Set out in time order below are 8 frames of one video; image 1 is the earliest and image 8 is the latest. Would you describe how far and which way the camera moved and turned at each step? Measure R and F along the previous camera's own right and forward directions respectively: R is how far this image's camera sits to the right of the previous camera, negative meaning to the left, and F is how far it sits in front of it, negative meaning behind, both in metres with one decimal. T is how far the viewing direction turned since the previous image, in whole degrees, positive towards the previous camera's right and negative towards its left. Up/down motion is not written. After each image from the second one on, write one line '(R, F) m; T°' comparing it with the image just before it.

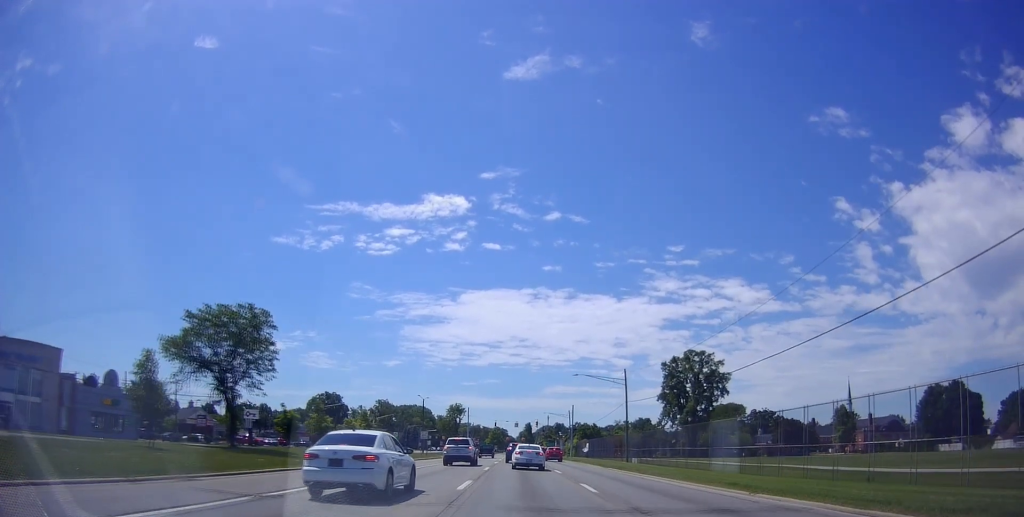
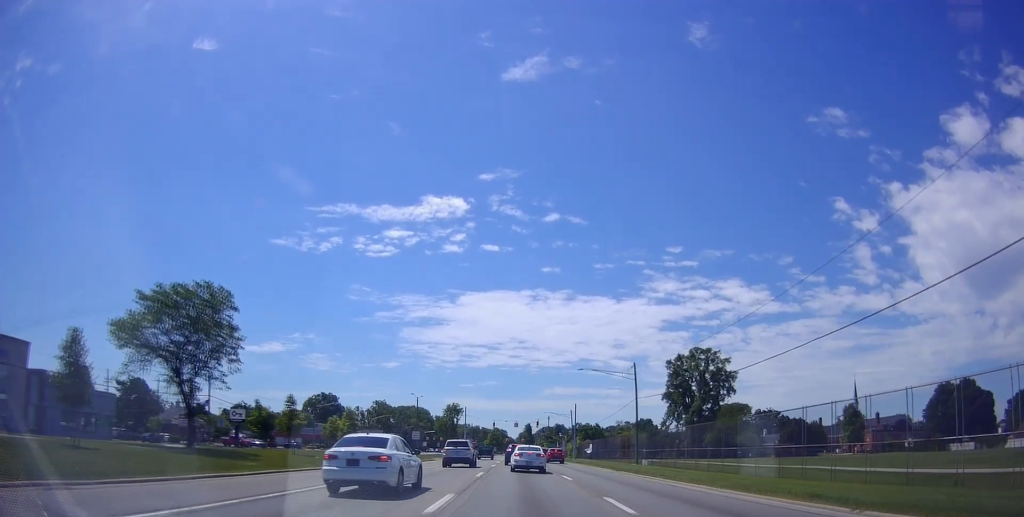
(0.0, +6.1) m; +2°
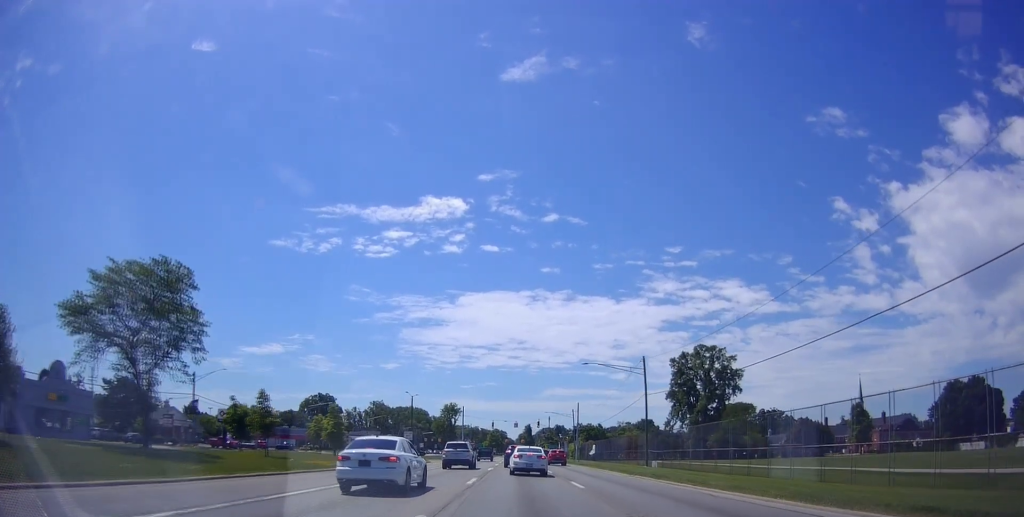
(0.0, +5.0) m; +1°
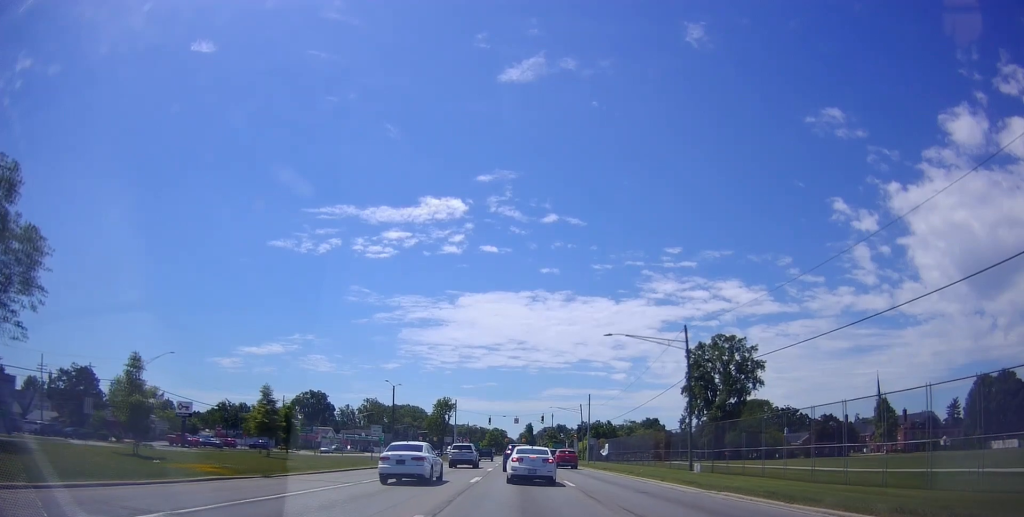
(+0.6, +16.0) m; -3°
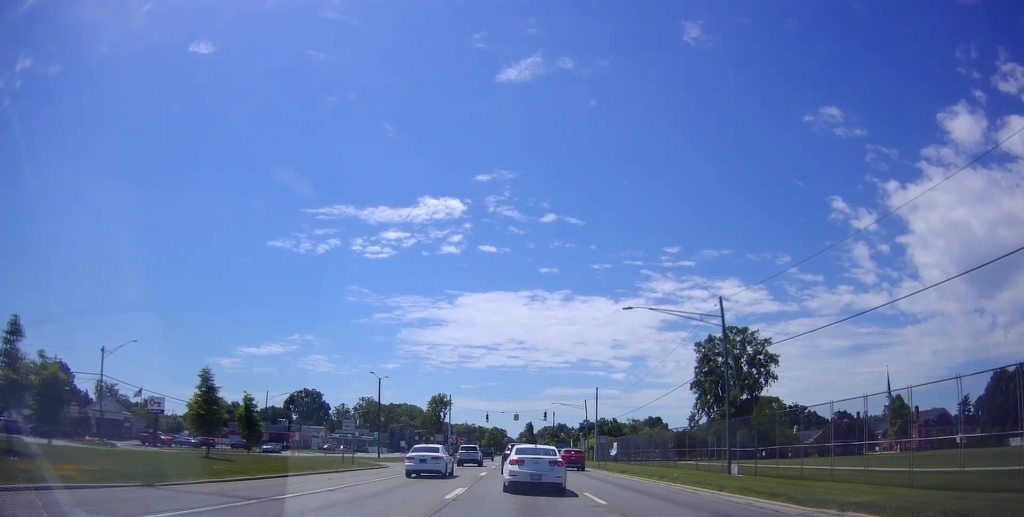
(-0.8, +9.4) m; -1°
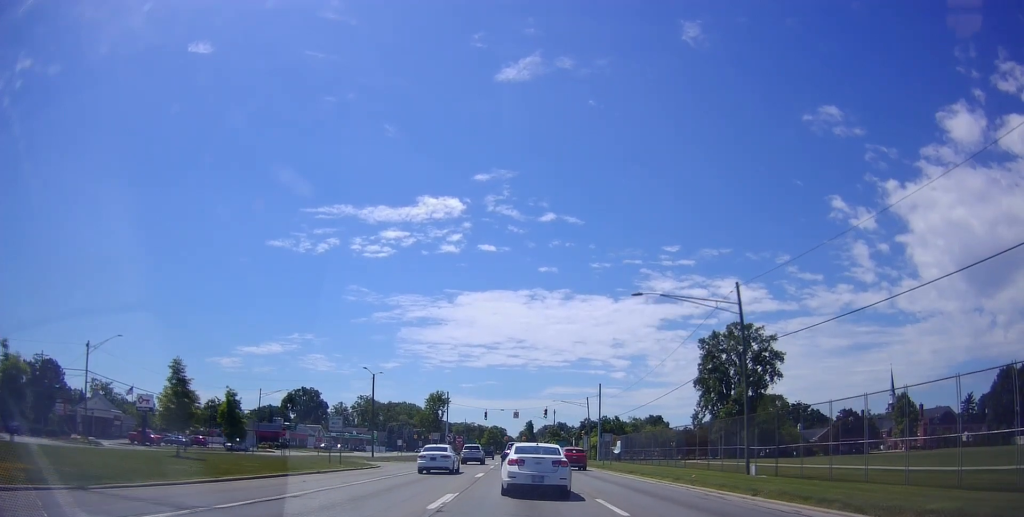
(+0.3, +3.4) m; +3°
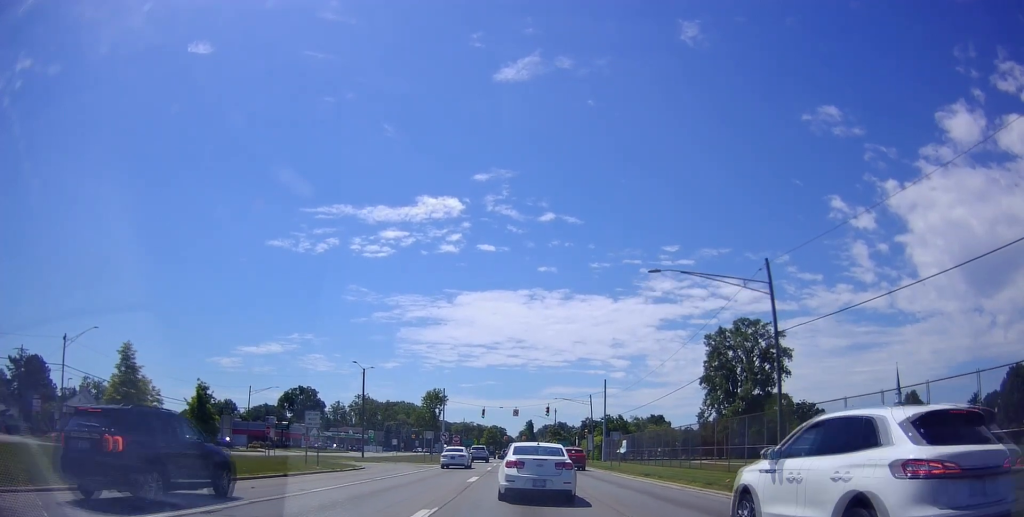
(+0.2, +5.4) m; +2°
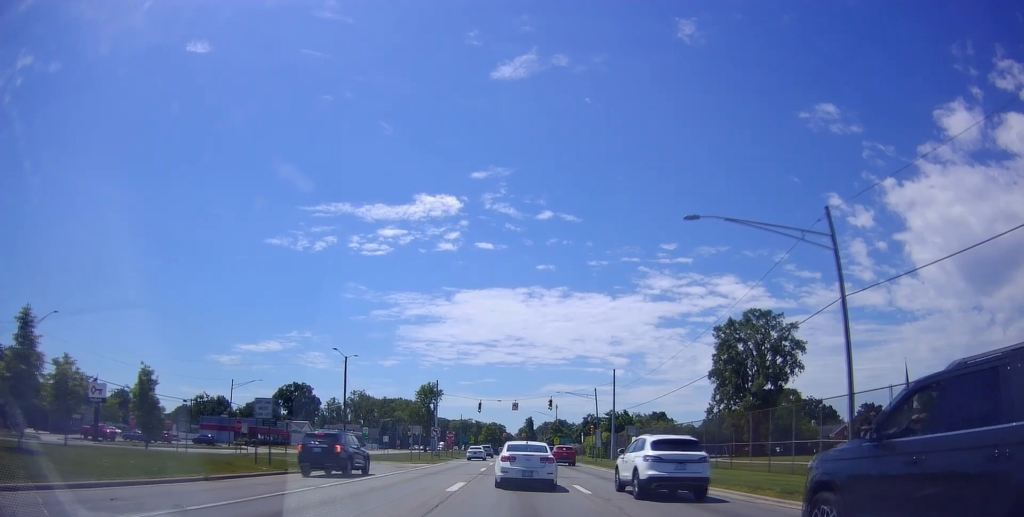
(0.0, +6.7) m; 0°
